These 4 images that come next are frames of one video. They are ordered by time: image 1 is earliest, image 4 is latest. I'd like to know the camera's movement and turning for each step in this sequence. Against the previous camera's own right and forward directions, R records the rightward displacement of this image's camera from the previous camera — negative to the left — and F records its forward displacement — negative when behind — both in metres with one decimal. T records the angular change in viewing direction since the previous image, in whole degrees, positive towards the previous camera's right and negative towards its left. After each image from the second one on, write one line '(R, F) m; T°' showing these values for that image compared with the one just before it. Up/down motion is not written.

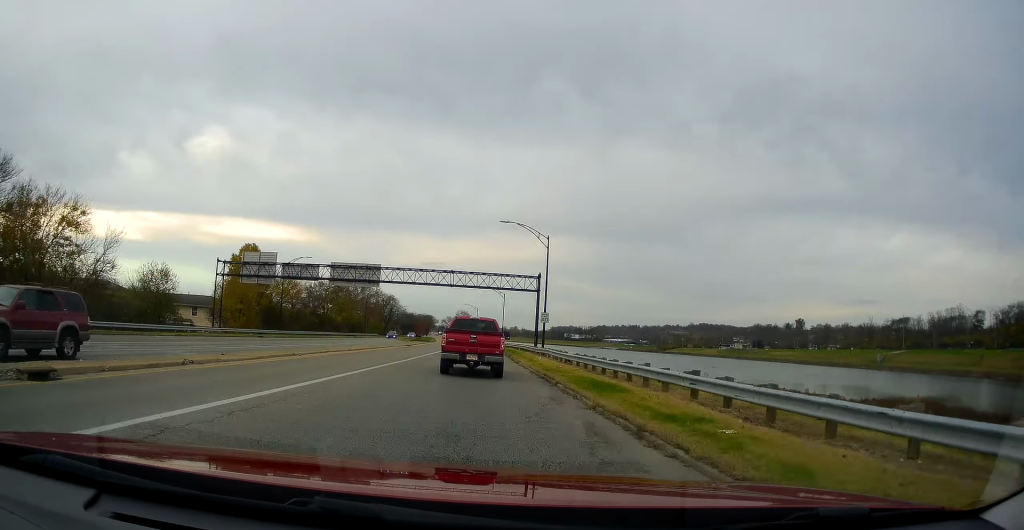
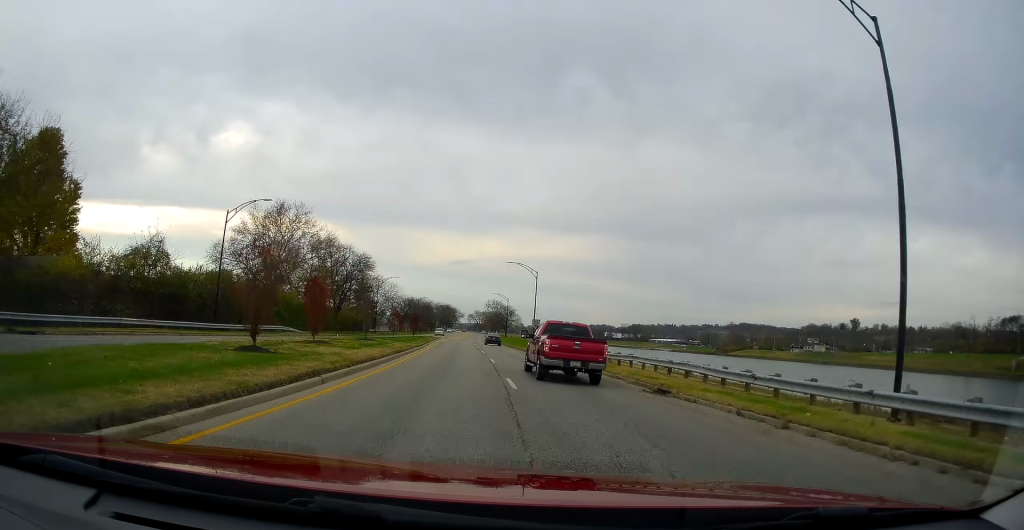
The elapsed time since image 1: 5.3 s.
(+3.5, +88.7) m; -2°
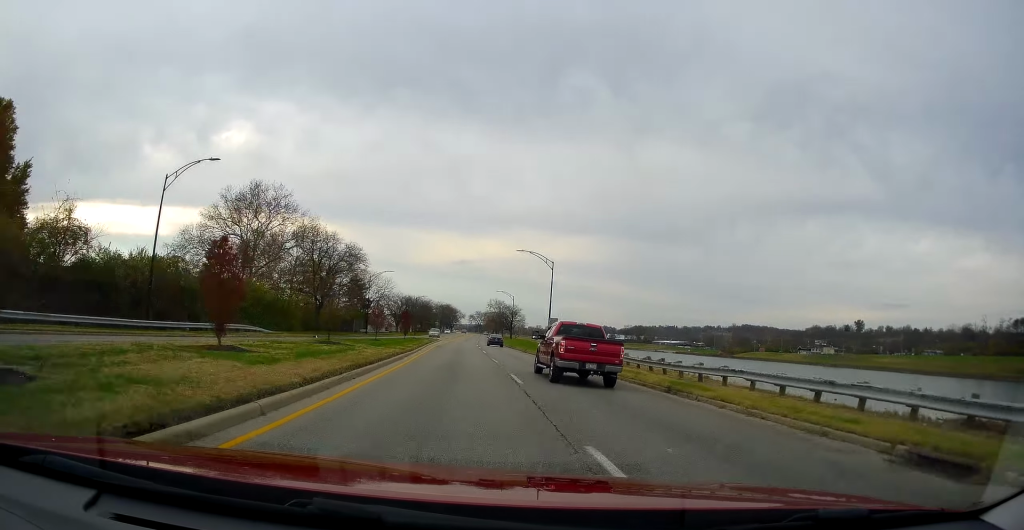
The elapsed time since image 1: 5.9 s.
(0.0, +11.1) m; 0°
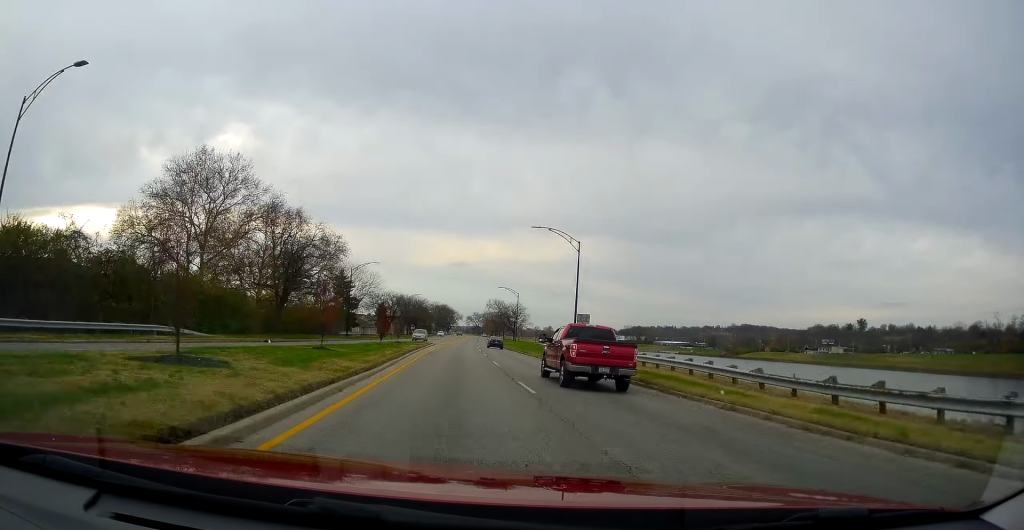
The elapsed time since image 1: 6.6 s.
(0.0, +14.5) m; 0°
